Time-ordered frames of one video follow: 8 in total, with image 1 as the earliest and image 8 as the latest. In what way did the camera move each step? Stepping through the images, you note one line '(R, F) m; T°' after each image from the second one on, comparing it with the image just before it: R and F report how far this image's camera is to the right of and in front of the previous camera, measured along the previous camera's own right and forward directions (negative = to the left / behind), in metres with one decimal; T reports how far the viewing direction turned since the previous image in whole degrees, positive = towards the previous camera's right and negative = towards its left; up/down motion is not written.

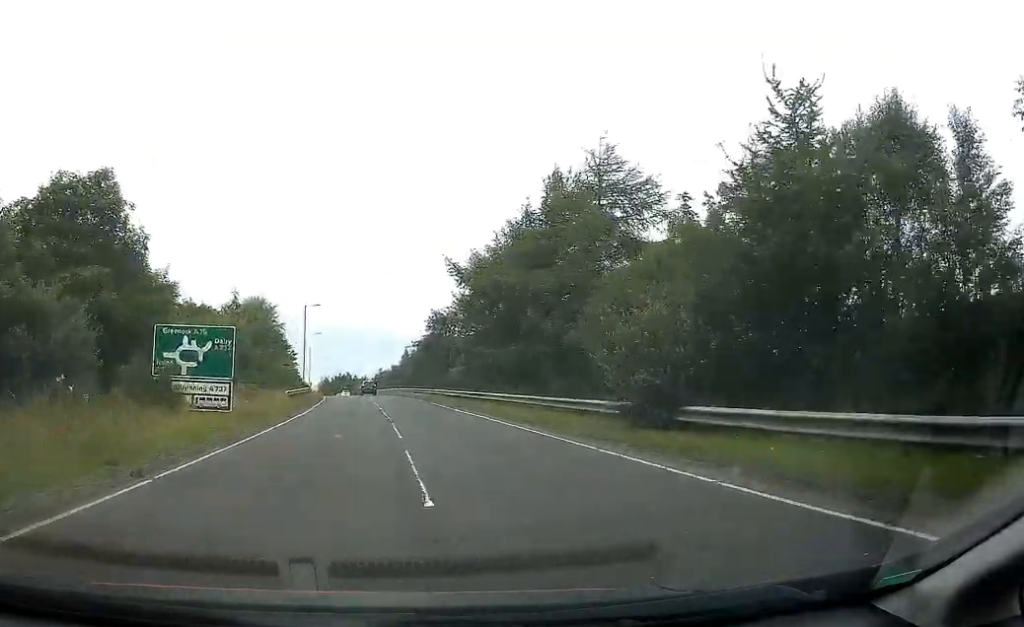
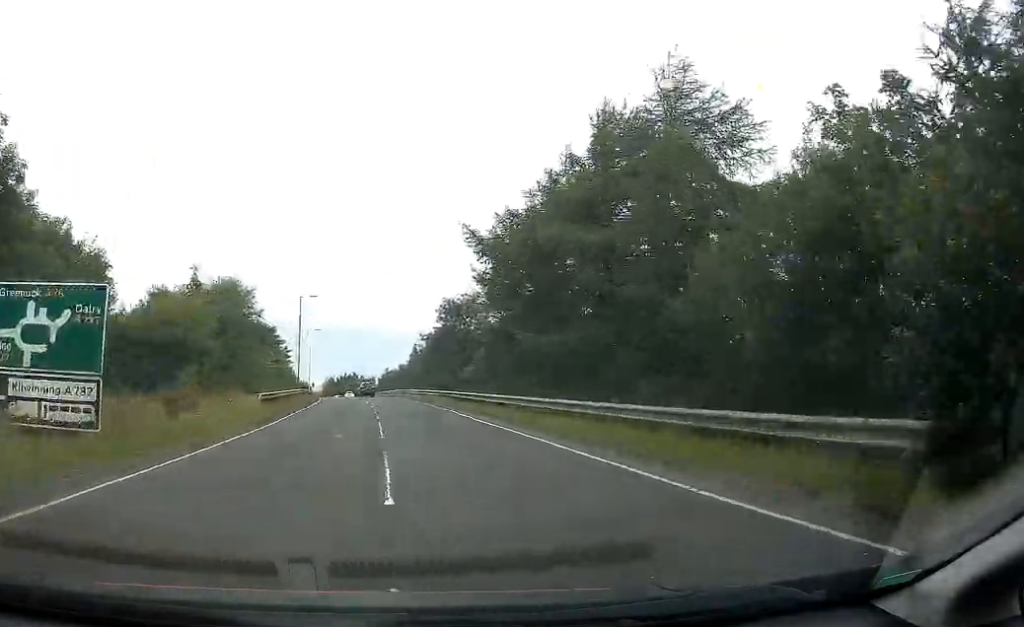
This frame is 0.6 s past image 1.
(-0.1, +9.8) m; -1°
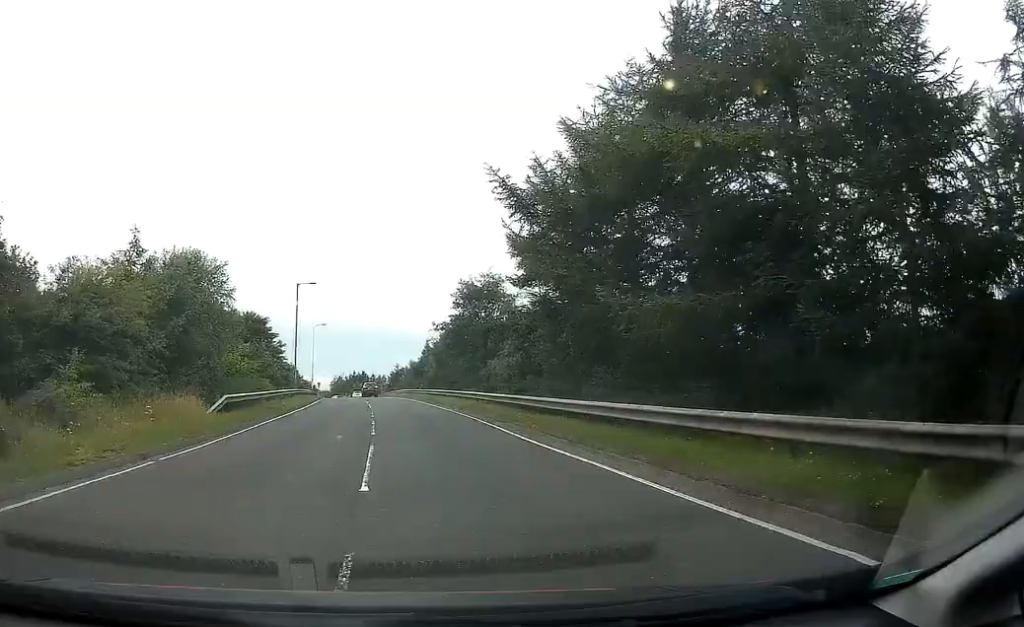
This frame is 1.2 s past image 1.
(-0.1, +7.9) m; -1°
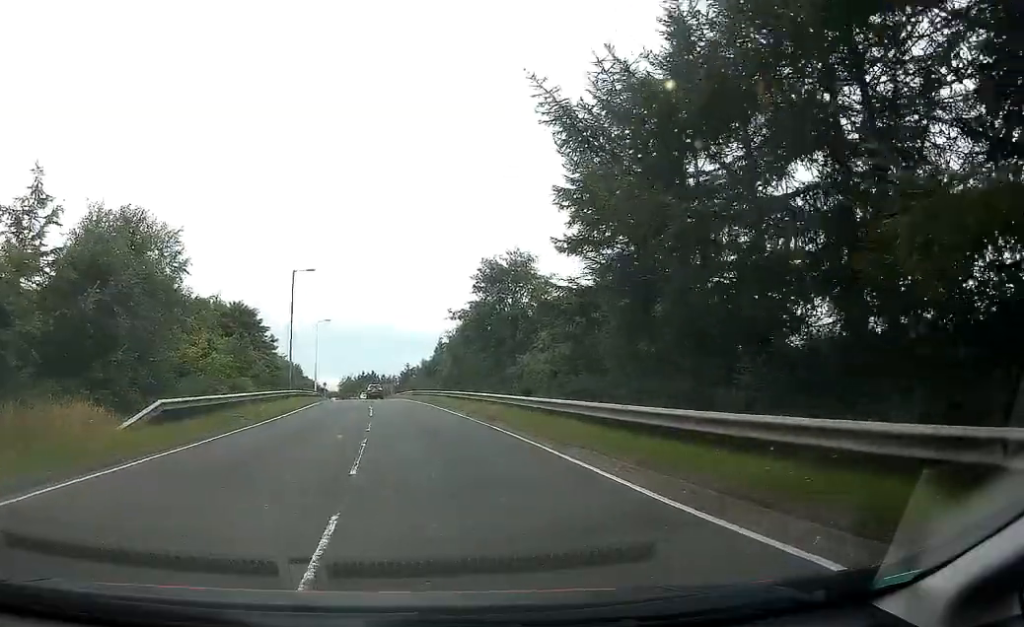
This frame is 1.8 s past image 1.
(-0.2, +8.1) m; -1°
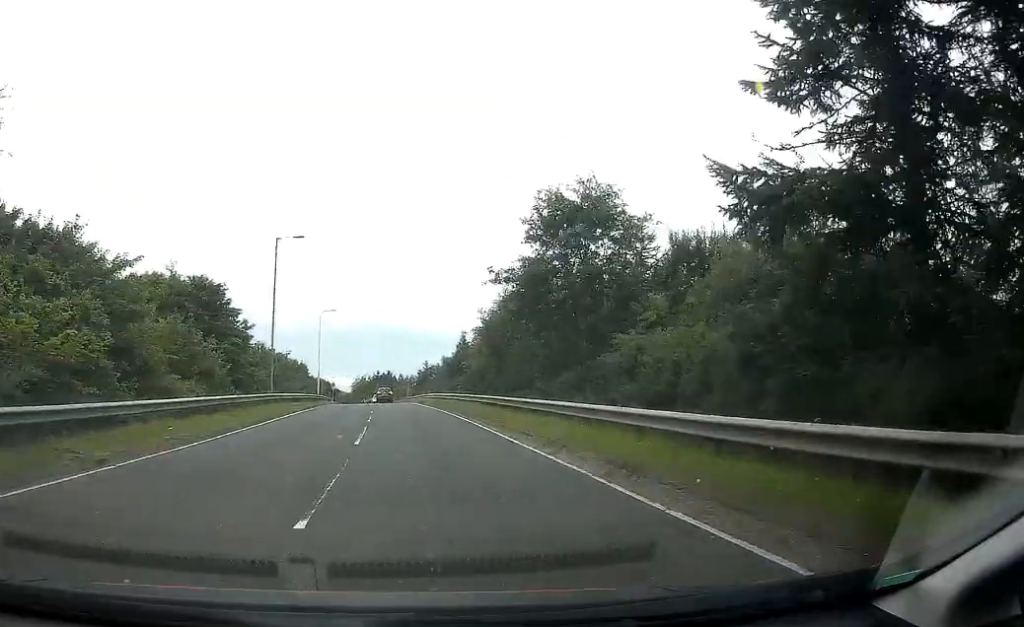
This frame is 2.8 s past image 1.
(-0.1, +13.3) m; 0°
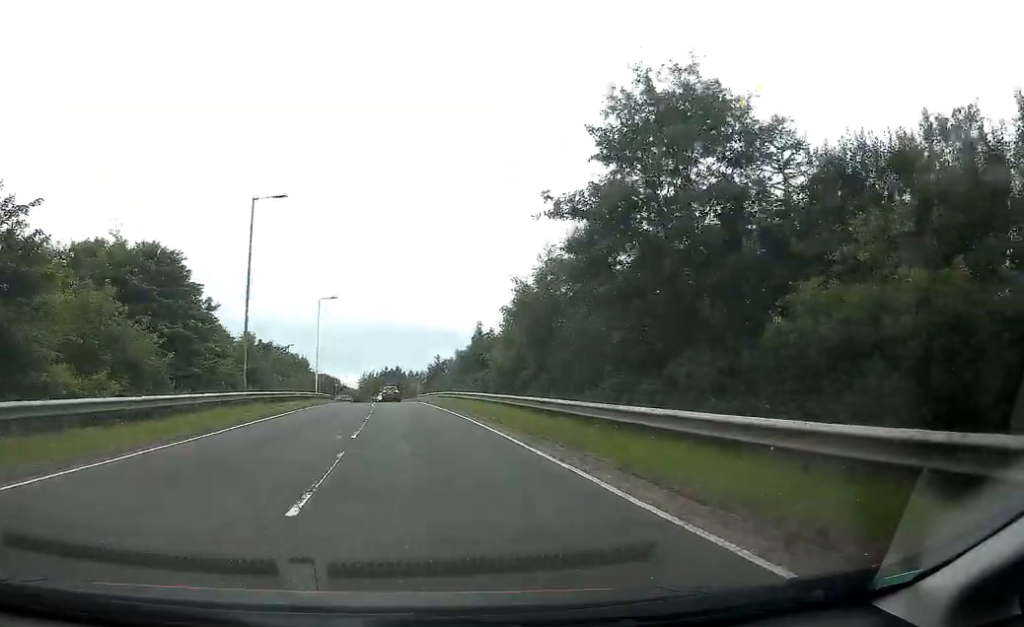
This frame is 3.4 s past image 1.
(0.0, +8.3) m; -1°
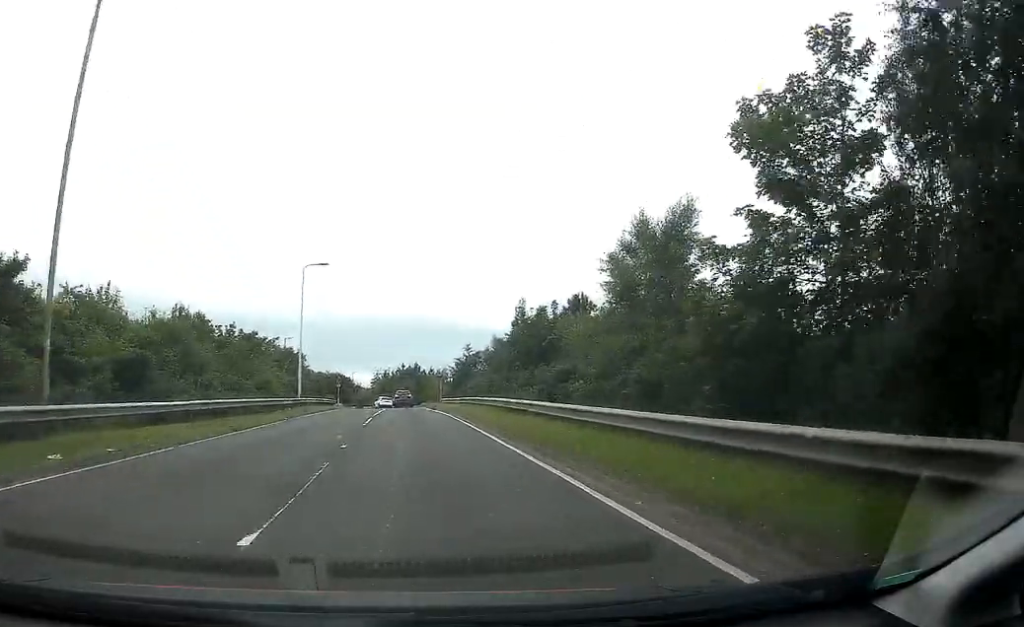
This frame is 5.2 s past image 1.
(-0.4, +19.6) m; -2°
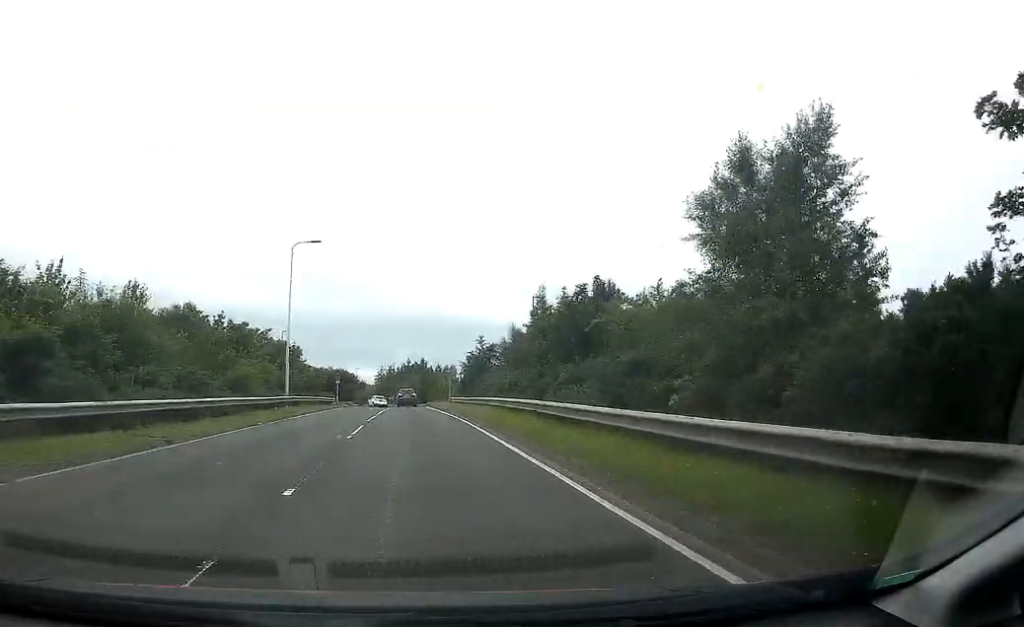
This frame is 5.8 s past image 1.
(+0.4, +6.7) m; -2°
